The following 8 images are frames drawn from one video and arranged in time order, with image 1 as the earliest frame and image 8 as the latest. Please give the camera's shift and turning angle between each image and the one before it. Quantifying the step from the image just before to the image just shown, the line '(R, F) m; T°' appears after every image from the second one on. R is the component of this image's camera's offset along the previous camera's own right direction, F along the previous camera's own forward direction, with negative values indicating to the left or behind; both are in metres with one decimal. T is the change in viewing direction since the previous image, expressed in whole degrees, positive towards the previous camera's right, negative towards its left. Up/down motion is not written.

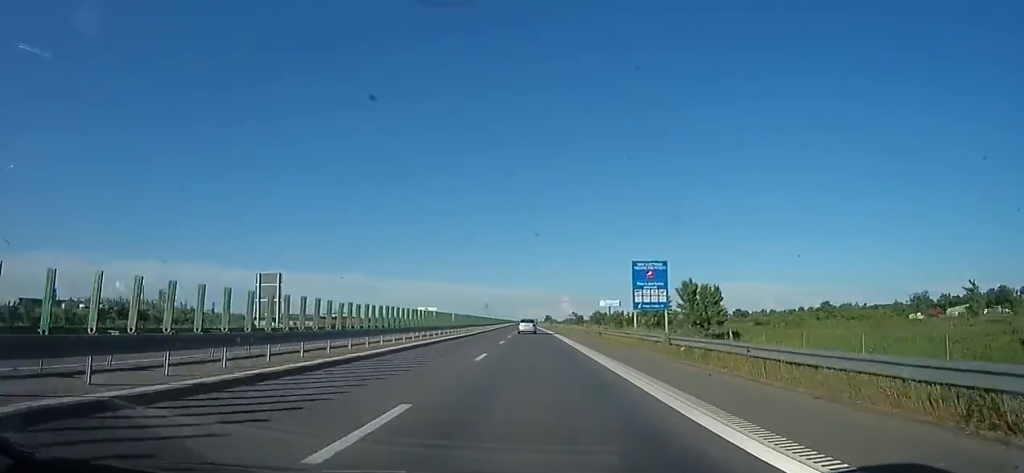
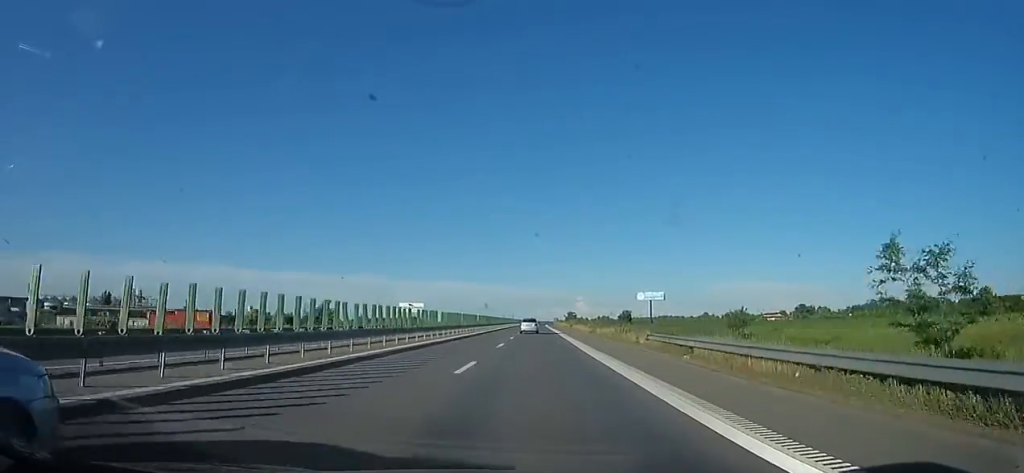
(-0.9, +86.3) m; -3°
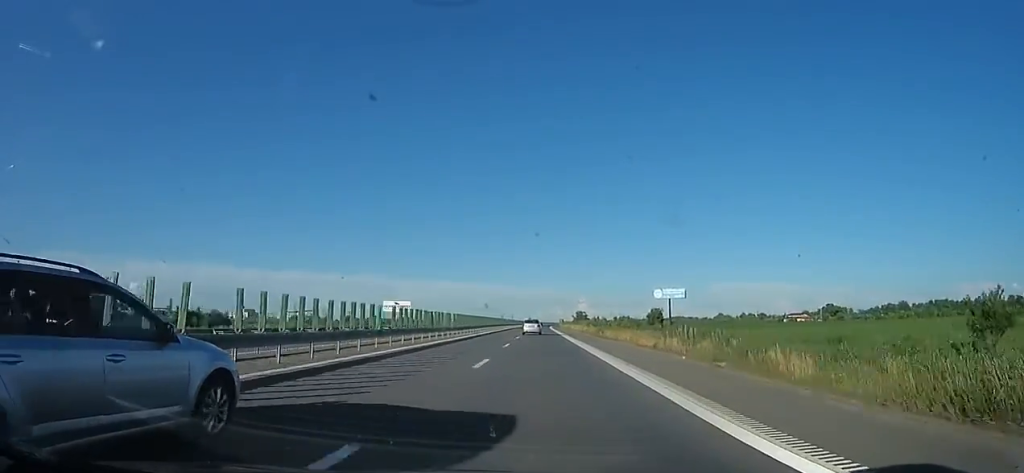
(-0.2, +33.7) m; 0°
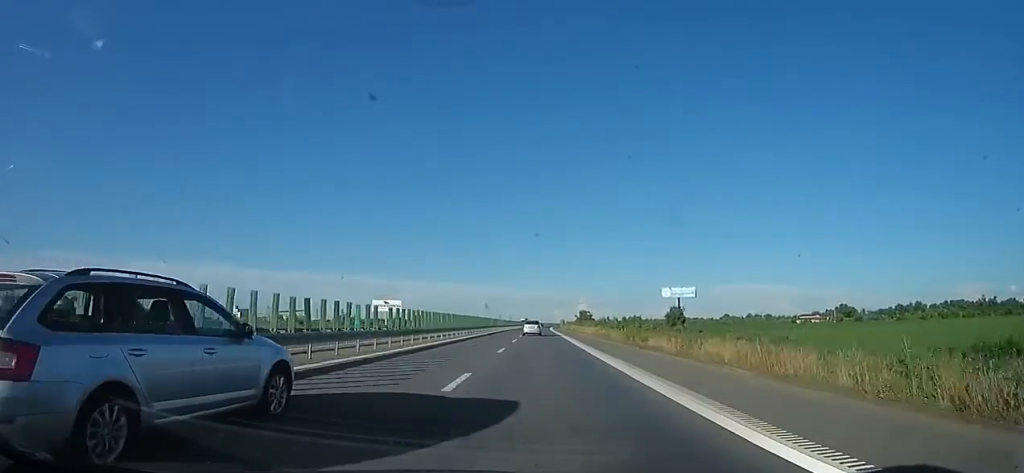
(0.0, +16.3) m; 0°
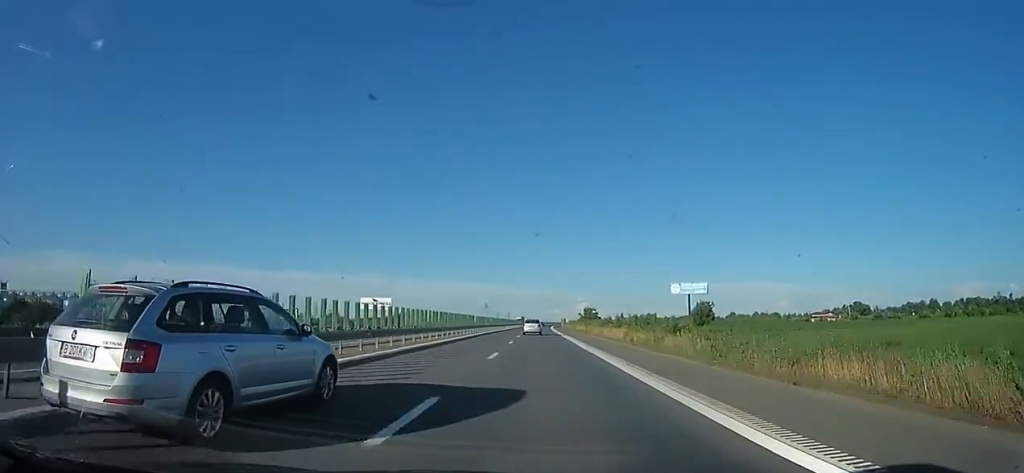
(0.0, +15.7) m; 0°
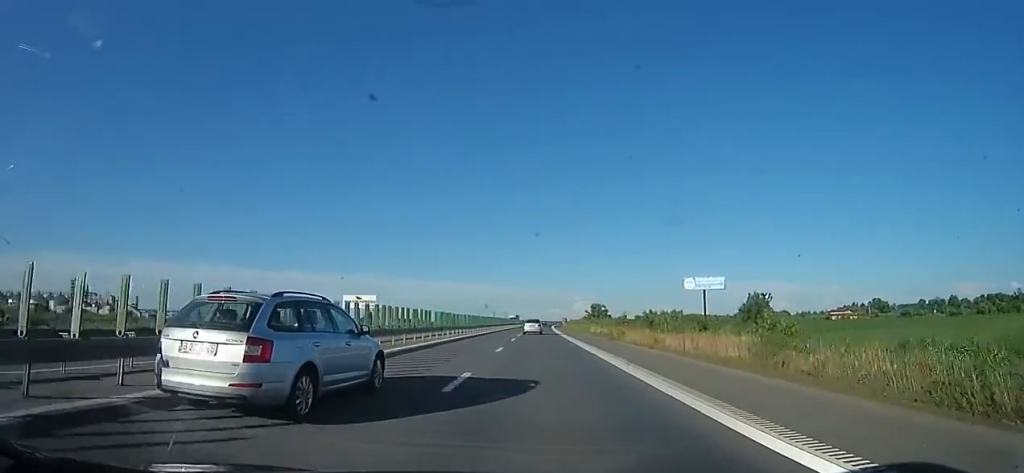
(-0.1, +19.7) m; 0°
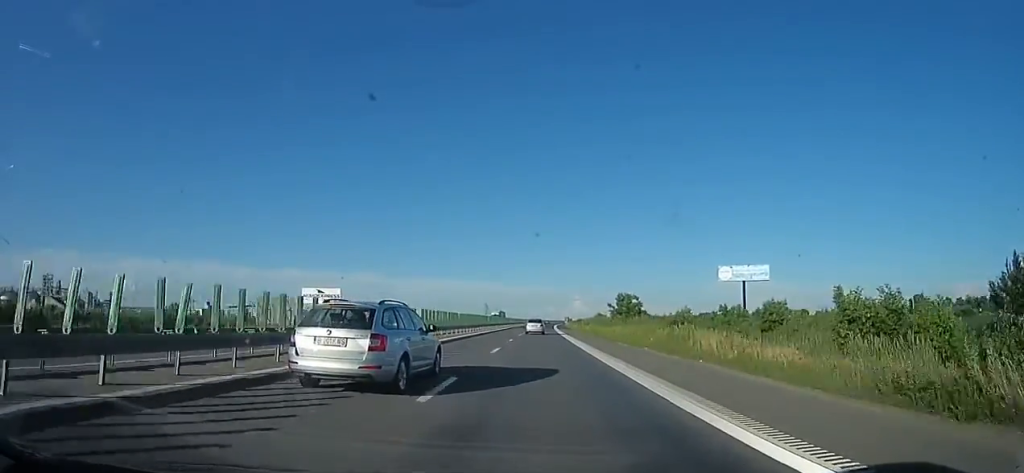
(+0.5, +36.5) m; +2°
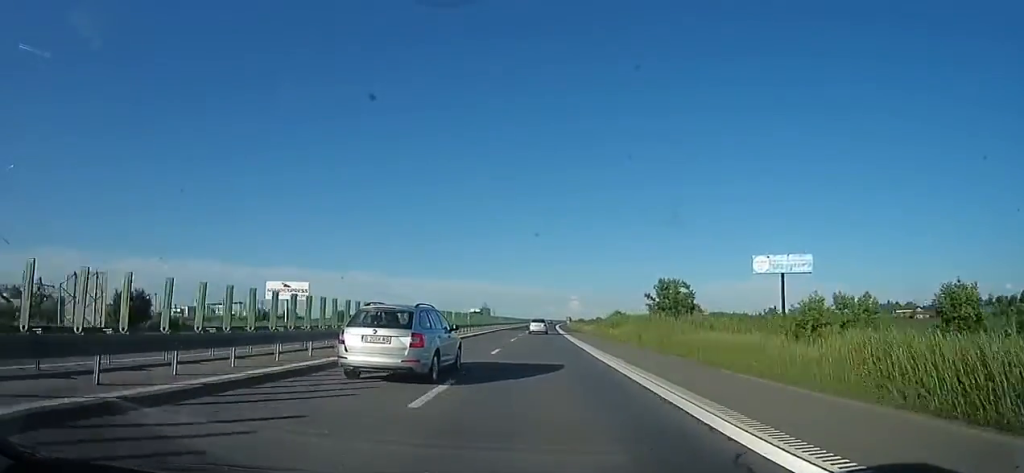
(+0.8, +24.0) m; 0°
